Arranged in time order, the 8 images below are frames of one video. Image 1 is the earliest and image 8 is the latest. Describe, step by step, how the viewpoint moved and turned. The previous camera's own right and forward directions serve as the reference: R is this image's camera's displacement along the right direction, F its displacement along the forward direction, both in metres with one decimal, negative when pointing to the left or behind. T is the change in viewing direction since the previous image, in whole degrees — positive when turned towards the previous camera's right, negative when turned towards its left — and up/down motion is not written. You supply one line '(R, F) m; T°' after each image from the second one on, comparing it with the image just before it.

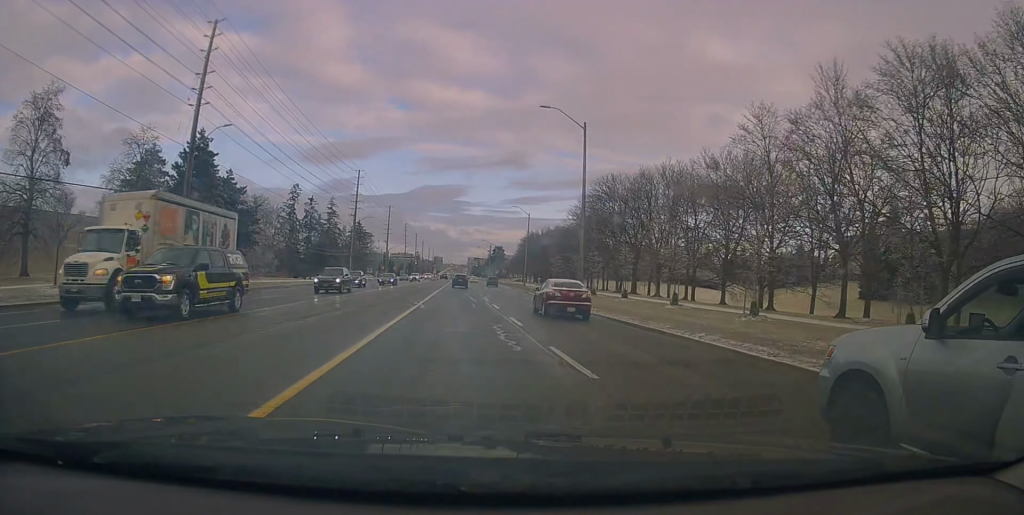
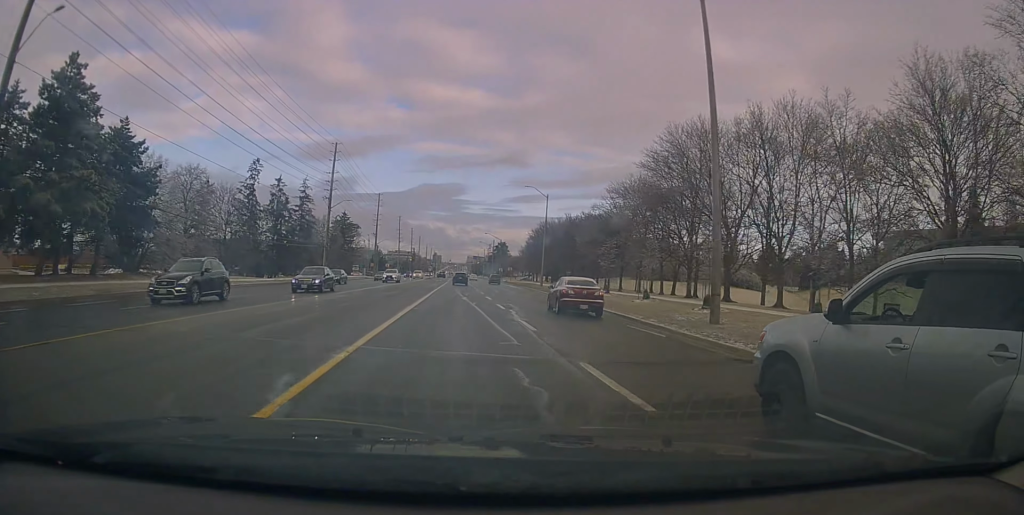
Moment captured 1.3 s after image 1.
(-0.4, +20.2) m; 0°
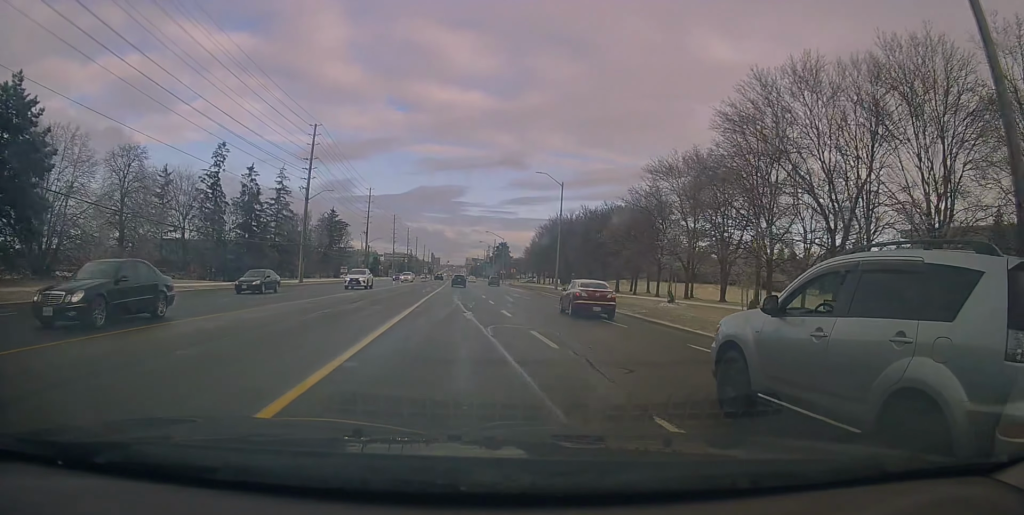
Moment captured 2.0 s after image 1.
(+0.2, +11.8) m; 0°
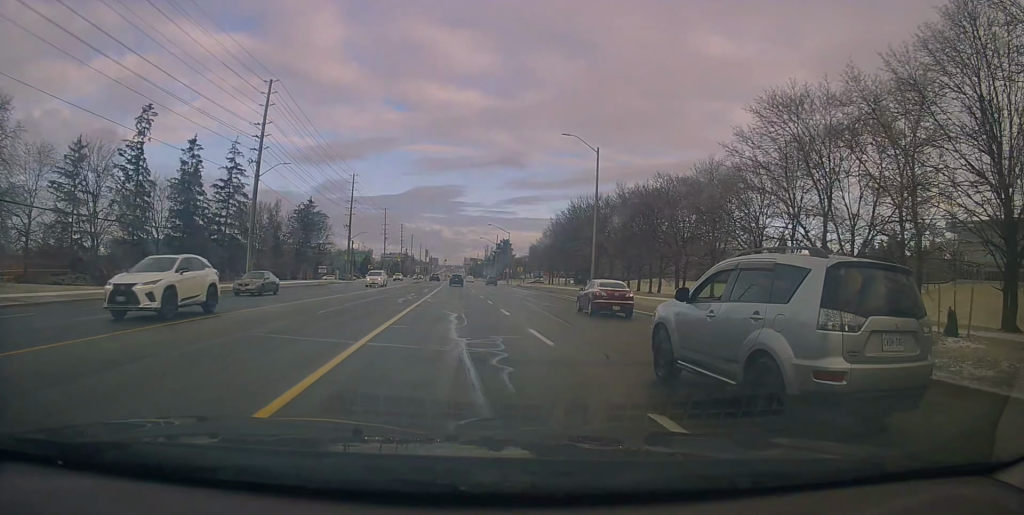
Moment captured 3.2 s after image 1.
(-0.2, +17.8) m; 0°
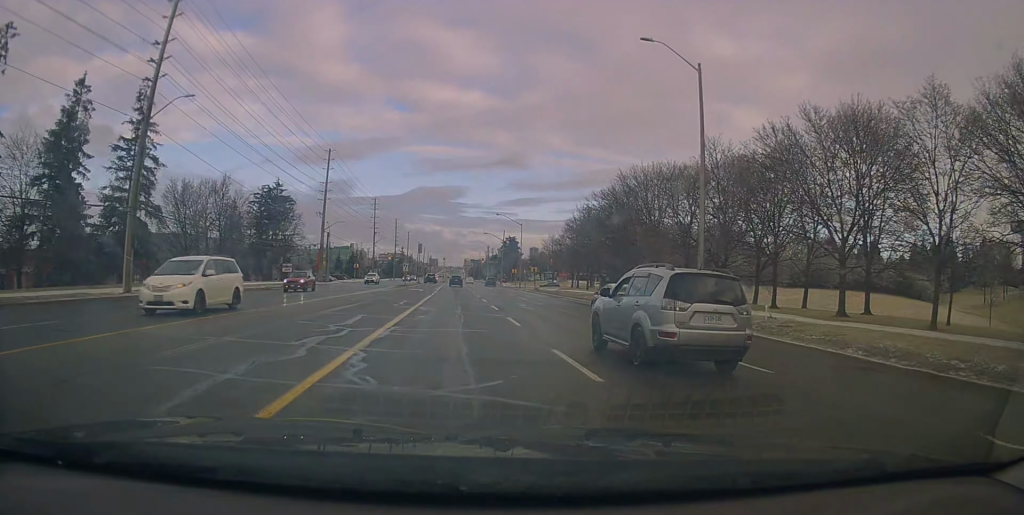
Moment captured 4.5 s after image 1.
(+0.3, +21.5) m; 0°
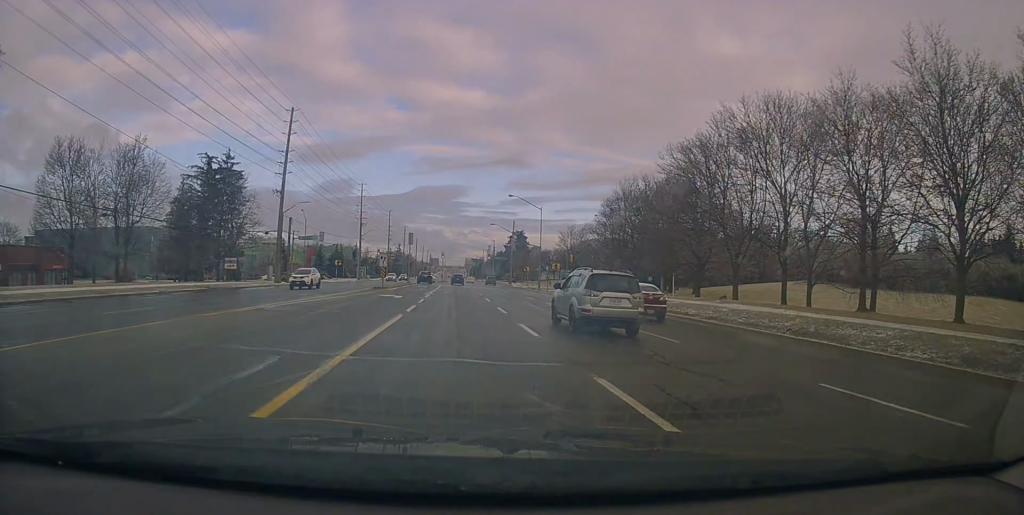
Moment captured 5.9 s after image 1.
(-0.5, +20.8) m; -2°
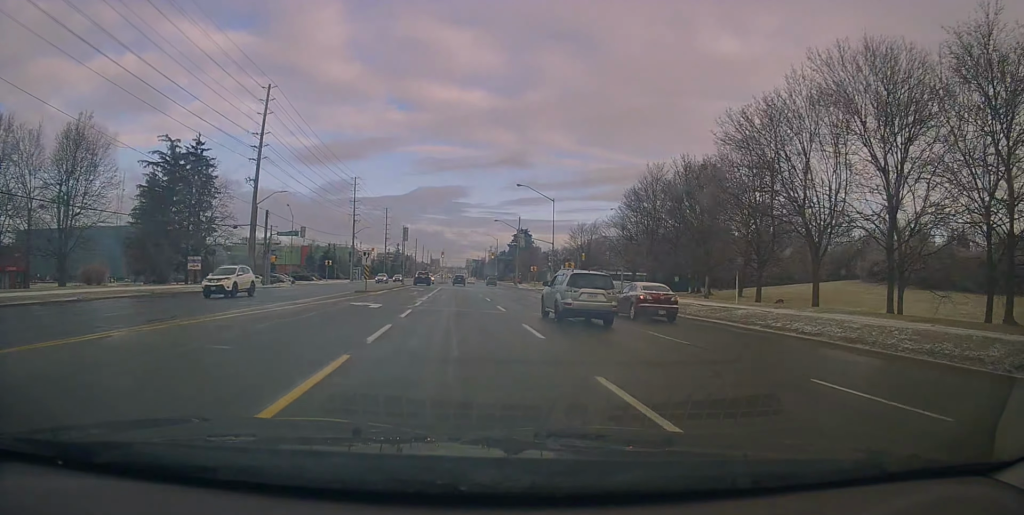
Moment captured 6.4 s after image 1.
(+0.1, +8.8) m; +1°
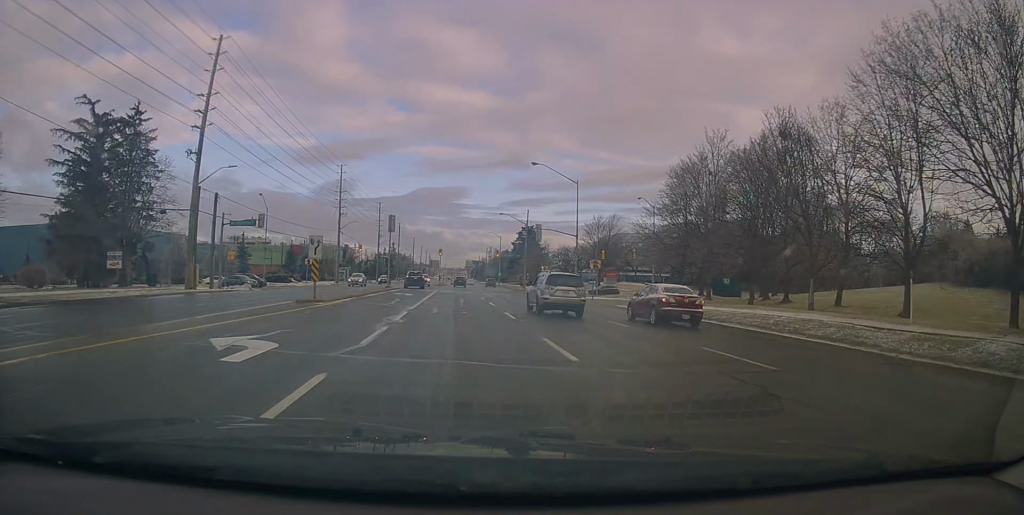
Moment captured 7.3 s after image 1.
(+0.2, +13.2) m; +1°
